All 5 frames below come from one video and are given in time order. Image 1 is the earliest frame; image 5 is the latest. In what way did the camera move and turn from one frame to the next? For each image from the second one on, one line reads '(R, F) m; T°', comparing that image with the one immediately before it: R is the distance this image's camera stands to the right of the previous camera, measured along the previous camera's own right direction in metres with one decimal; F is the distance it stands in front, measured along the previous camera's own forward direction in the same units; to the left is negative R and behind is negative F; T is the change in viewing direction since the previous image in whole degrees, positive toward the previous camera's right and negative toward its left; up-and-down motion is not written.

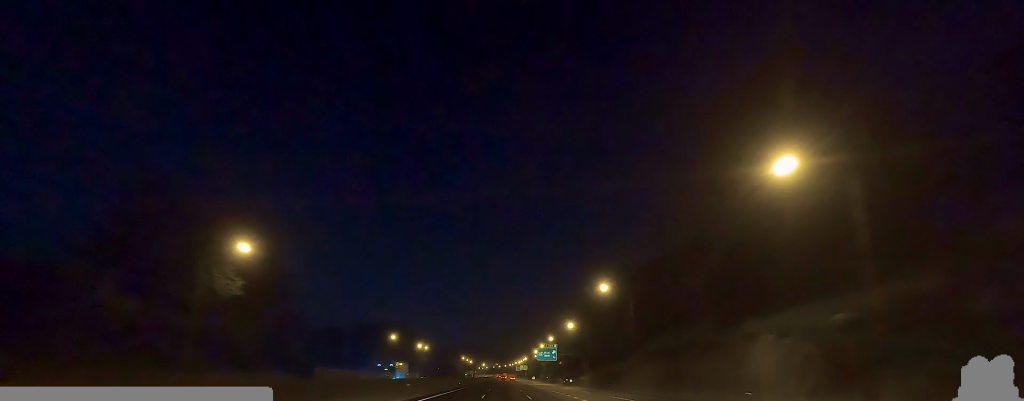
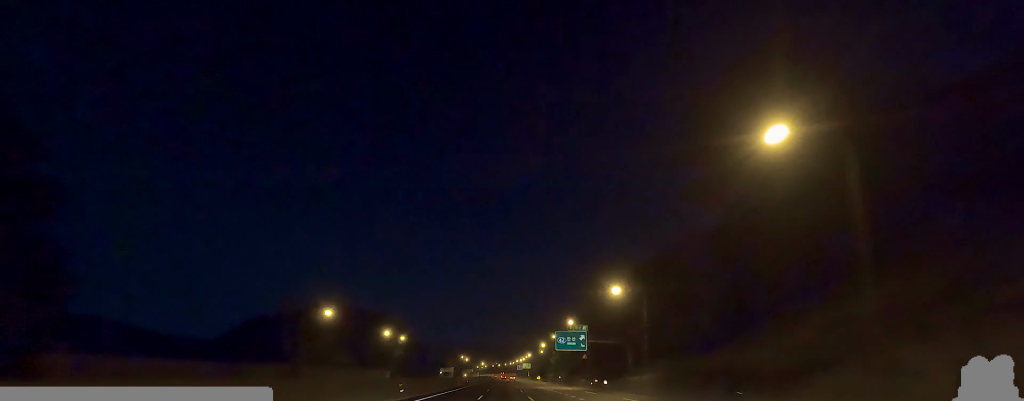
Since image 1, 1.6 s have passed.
(0.0, +43.9) m; +1°
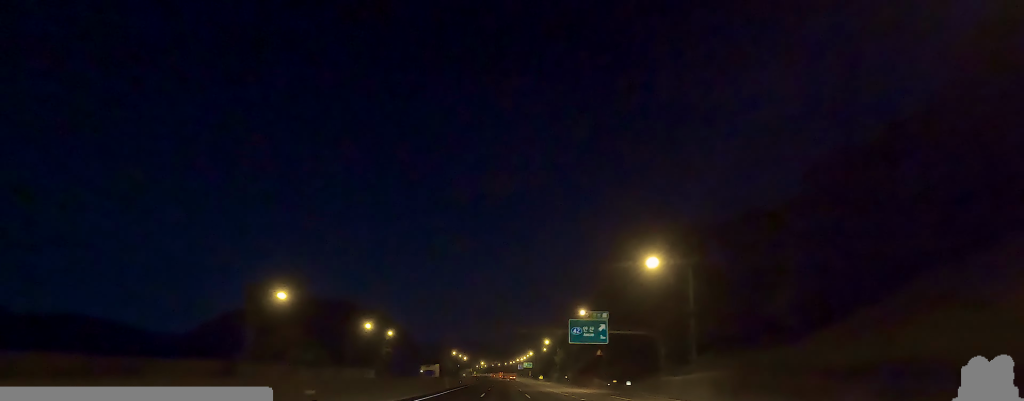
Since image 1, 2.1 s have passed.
(+0.5, +15.7) m; 0°
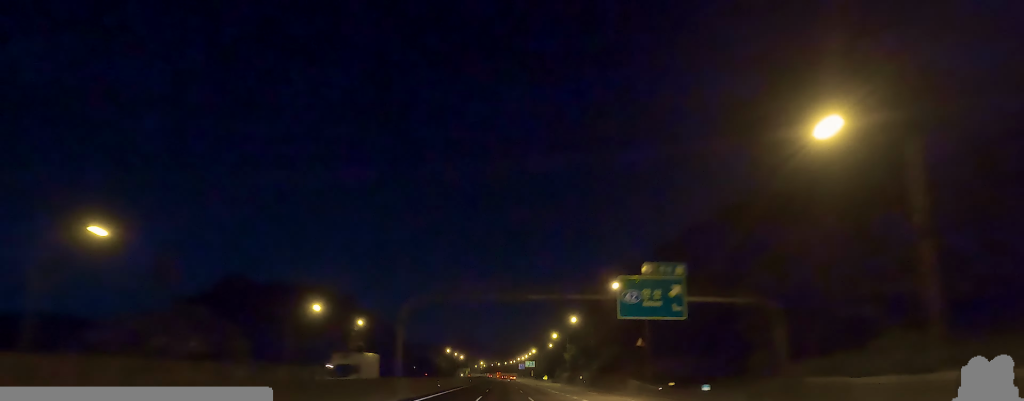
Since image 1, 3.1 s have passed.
(-1.0, +26.6) m; 0°
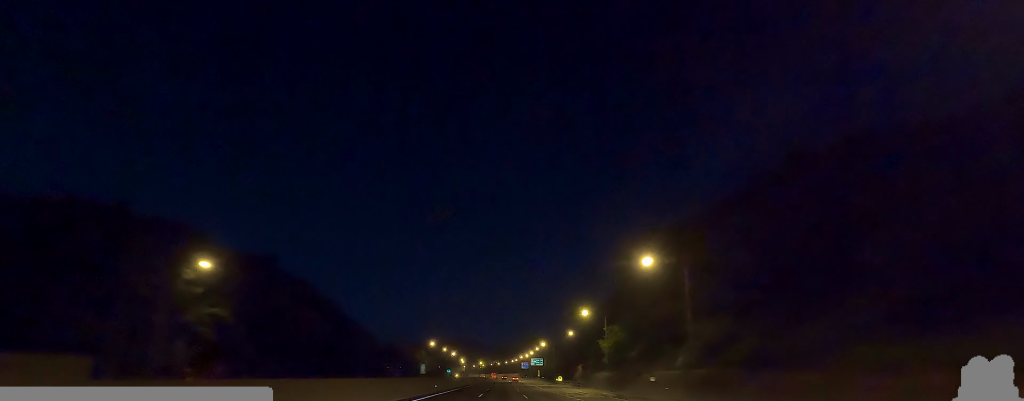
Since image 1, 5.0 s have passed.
(-1.1, +52.8) m; -4°
